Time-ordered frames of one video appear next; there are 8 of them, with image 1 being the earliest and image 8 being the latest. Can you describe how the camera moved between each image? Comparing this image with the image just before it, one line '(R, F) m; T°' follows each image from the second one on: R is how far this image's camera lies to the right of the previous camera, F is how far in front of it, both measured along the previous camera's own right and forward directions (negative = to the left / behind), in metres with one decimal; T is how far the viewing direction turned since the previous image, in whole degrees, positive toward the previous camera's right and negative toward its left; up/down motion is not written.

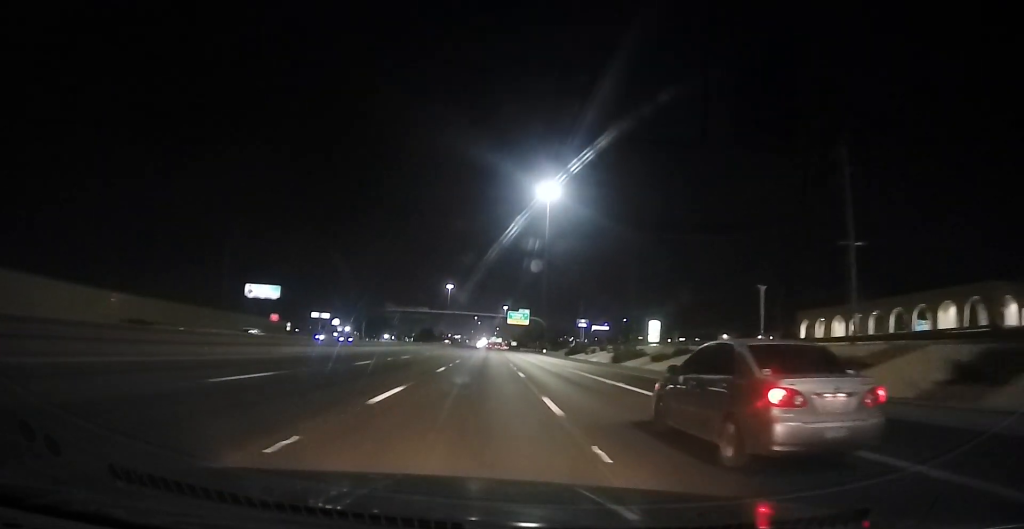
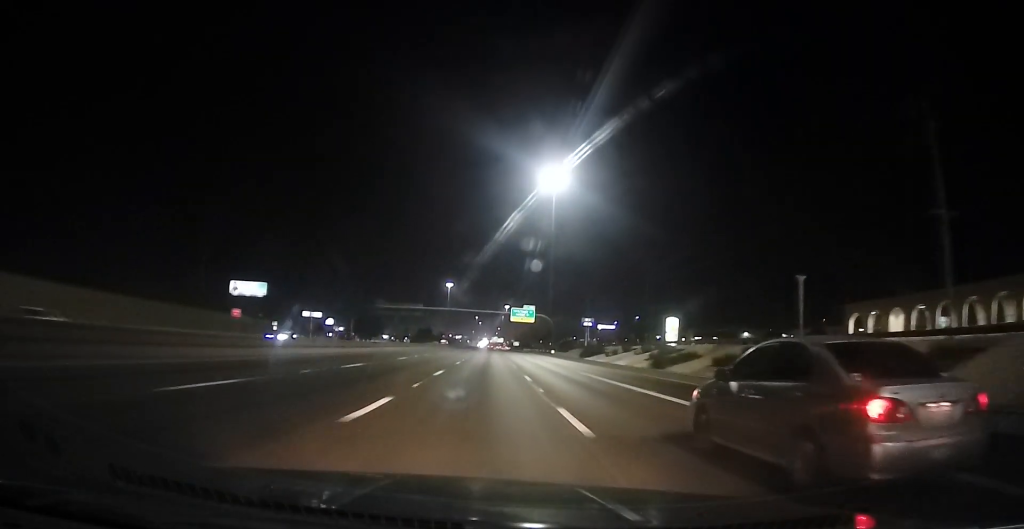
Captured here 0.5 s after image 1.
(+0.1, +13.7) m; 0°
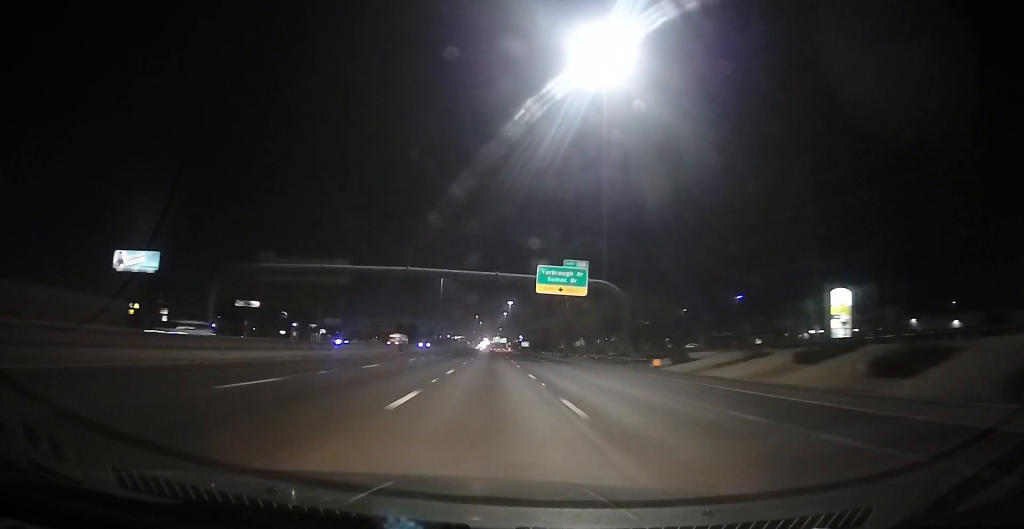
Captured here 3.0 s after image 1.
(-0.2, +64.3) m; 0°
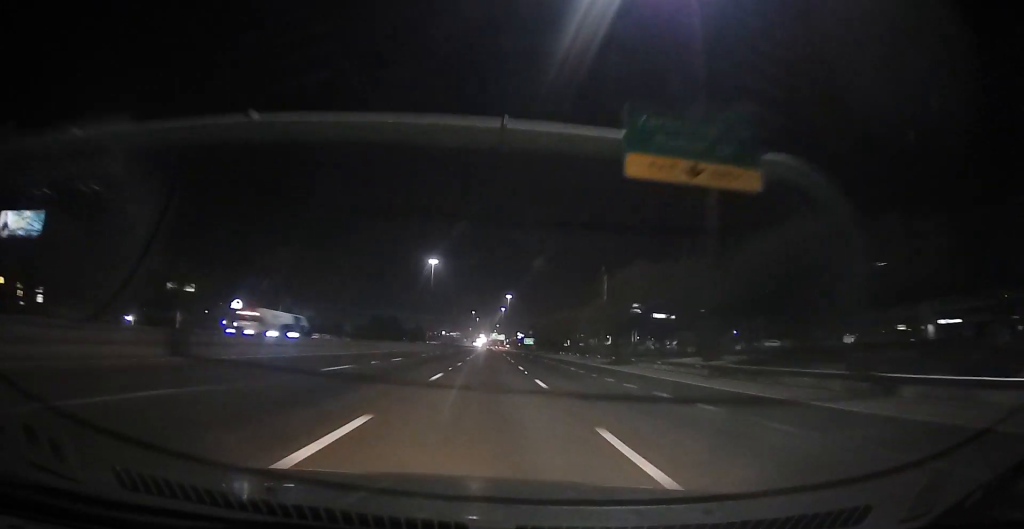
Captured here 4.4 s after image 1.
(+0.2, +44.6) m; 0°
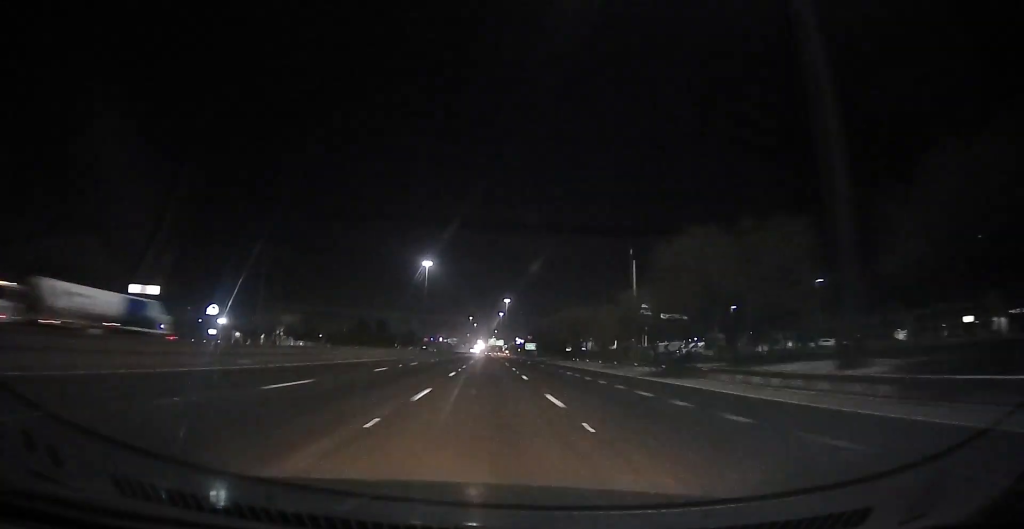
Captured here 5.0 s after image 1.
(0.0, +18.8) m; 0°
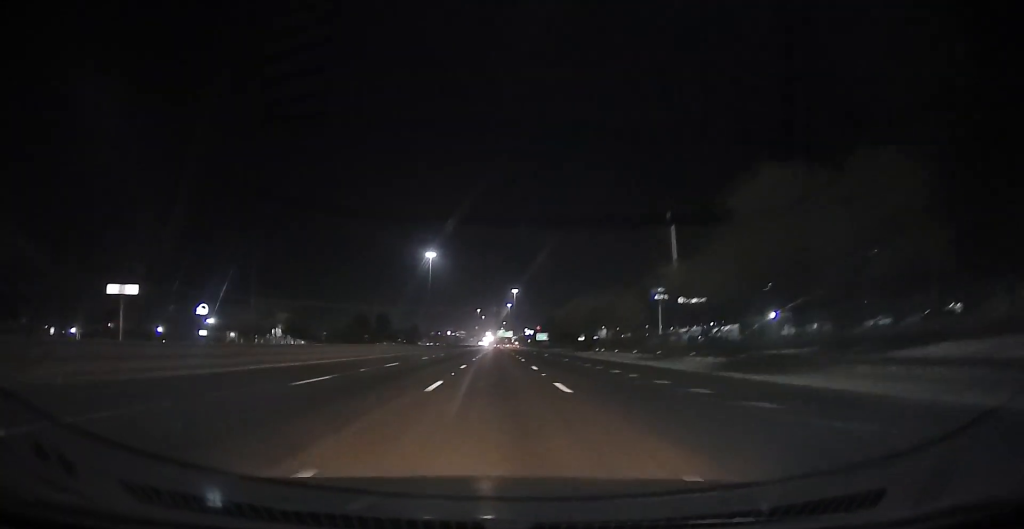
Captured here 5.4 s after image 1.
(0.0, +13.3) m; 0°
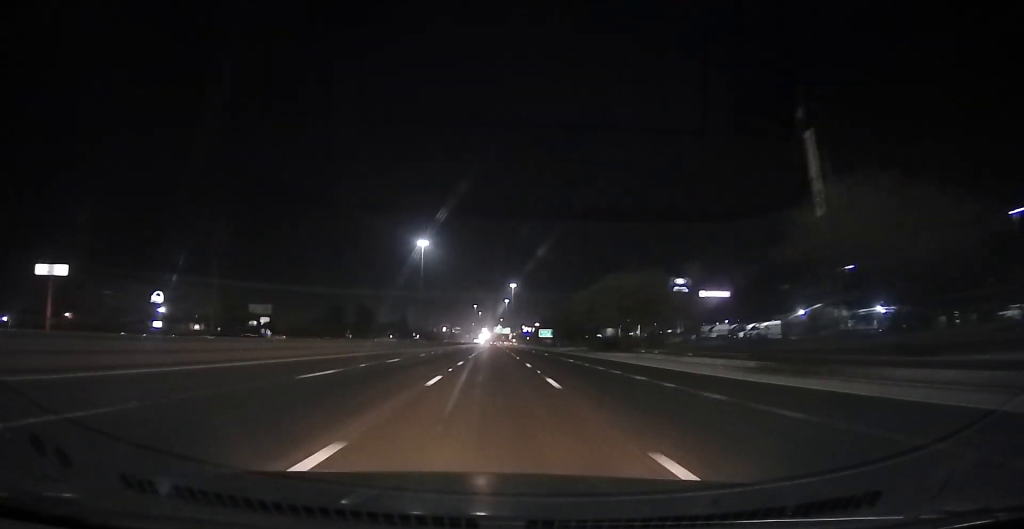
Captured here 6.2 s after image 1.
(-0.1, +25.4) m; -1°
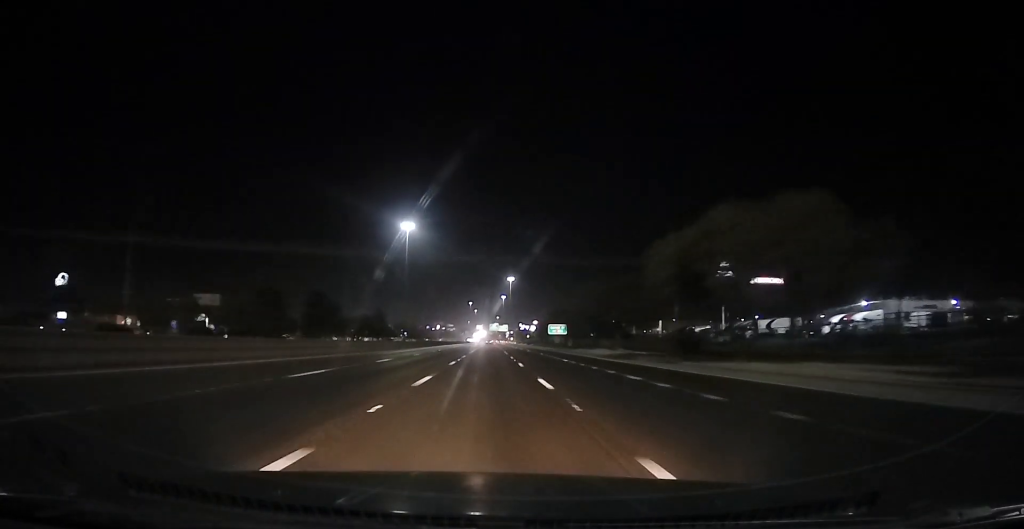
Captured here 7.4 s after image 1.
(-0.3, +38.2) m; 0°
